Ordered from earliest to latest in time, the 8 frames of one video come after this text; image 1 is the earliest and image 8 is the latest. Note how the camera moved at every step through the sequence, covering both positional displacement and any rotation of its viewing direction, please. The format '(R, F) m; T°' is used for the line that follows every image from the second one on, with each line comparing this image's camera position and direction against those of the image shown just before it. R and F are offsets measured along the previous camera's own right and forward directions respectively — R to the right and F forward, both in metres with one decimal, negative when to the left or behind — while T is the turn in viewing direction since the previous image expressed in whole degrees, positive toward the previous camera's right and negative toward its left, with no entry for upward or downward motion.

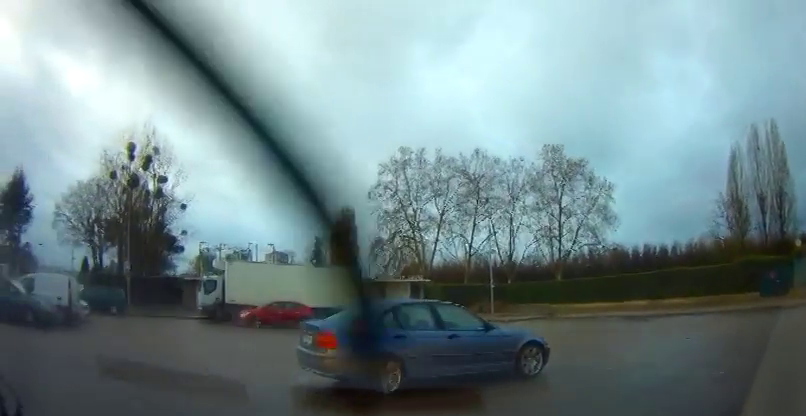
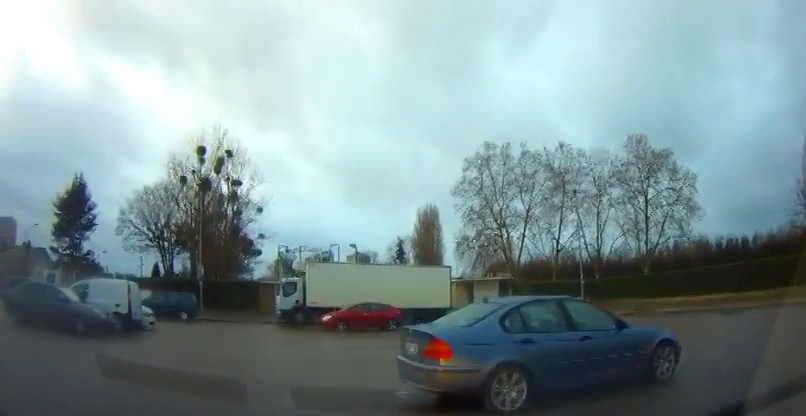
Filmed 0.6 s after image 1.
(-0.2, +1.3) m; -10°
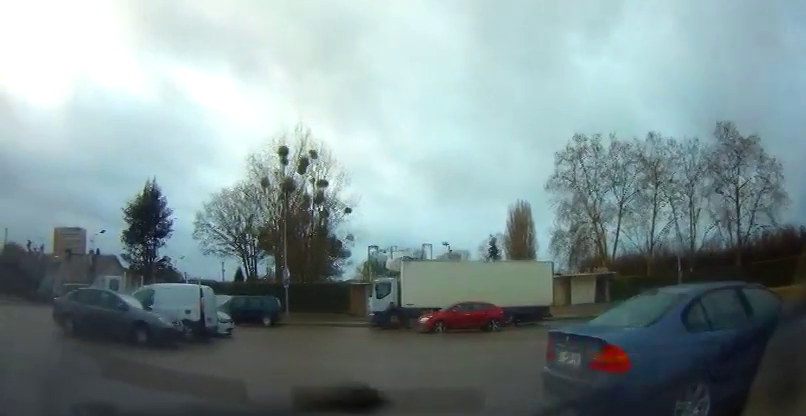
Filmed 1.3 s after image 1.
(-0.1, +1.6) m; -12°
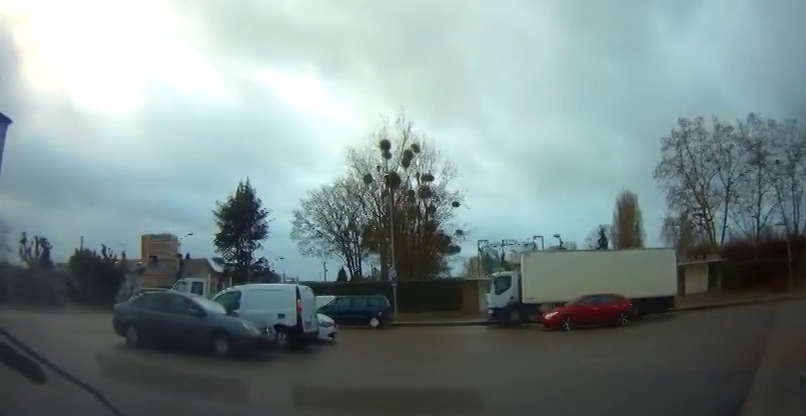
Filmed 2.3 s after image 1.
(-0.3, +2.1) m; -13°
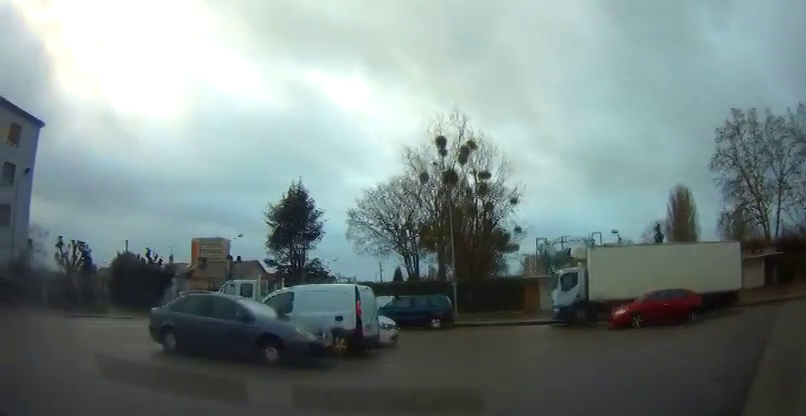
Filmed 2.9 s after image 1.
(-0.1, +1.2) m; -5°
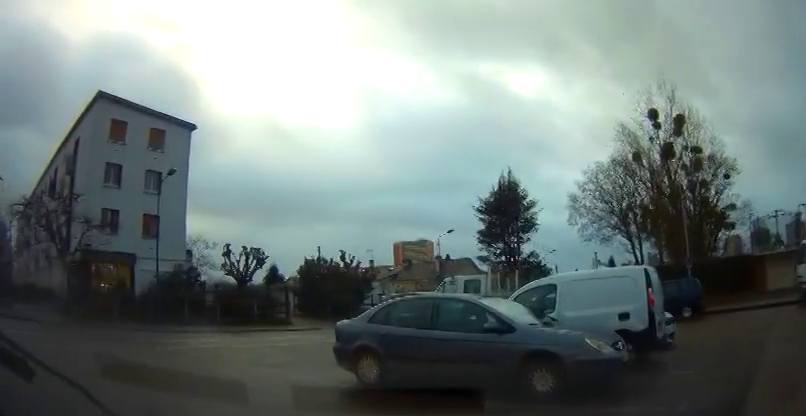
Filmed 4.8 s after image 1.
(-0.4, +4.0) m; -28°
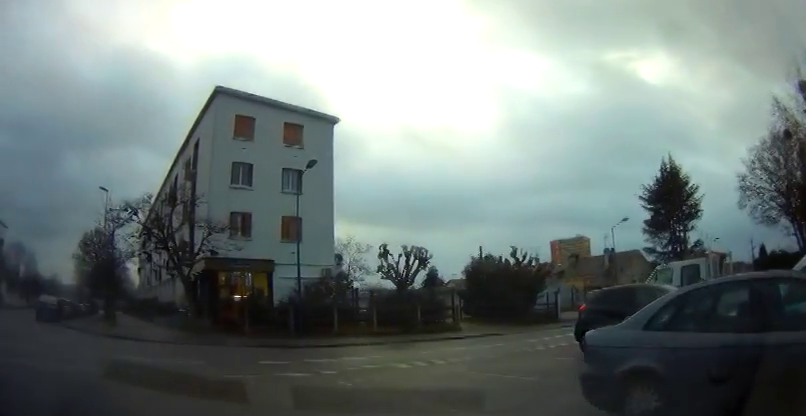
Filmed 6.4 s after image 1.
(-0.7, +3.1) m; -16°
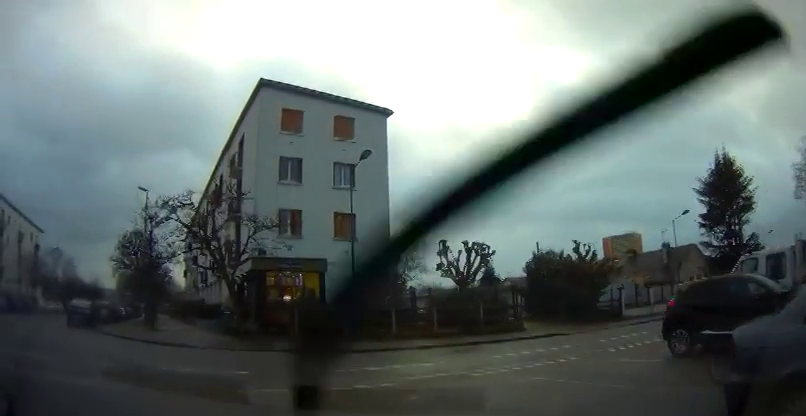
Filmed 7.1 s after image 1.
(-0.1, +1.3) m; -6°
